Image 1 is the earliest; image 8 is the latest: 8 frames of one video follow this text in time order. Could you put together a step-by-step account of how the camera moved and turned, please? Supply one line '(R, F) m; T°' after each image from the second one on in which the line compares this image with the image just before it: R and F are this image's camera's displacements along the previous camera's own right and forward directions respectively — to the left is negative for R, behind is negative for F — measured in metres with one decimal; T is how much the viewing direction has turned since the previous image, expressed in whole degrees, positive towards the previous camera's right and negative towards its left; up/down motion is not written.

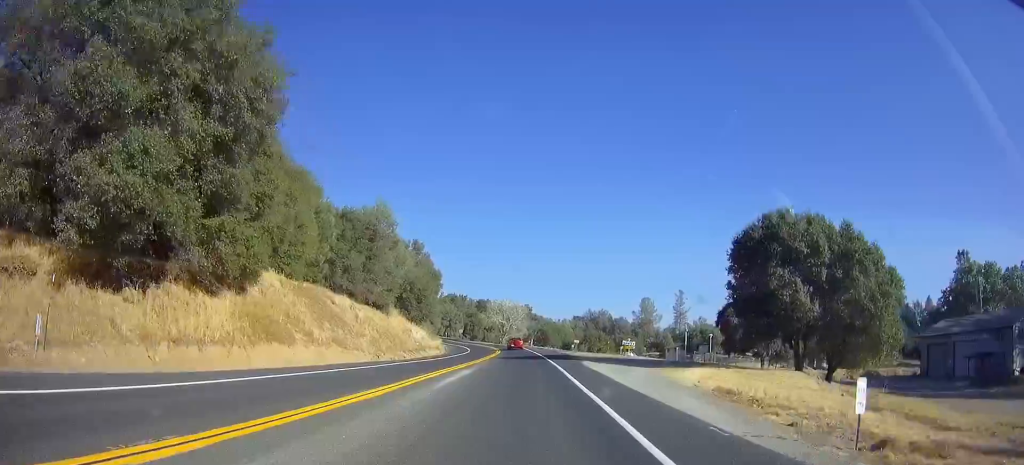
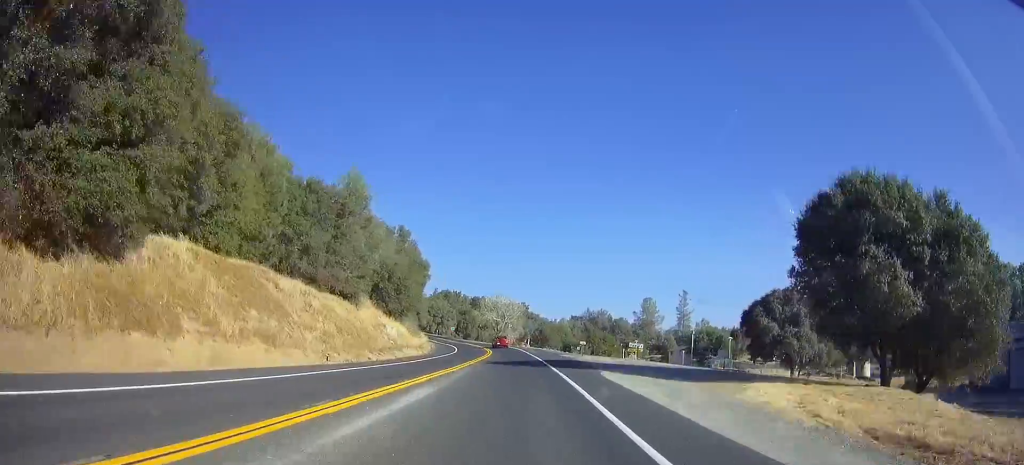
(0.0, +9.6) m; 0°
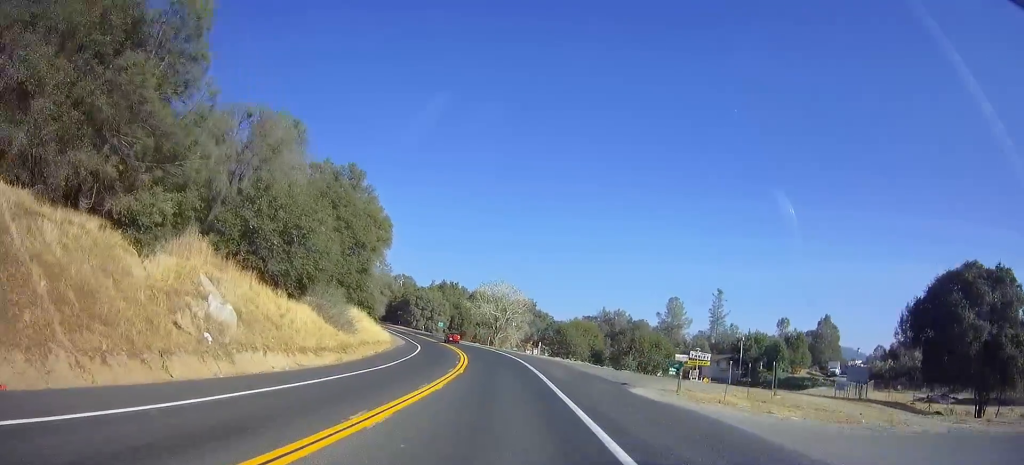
(+0.1, +29.6) m; -1°
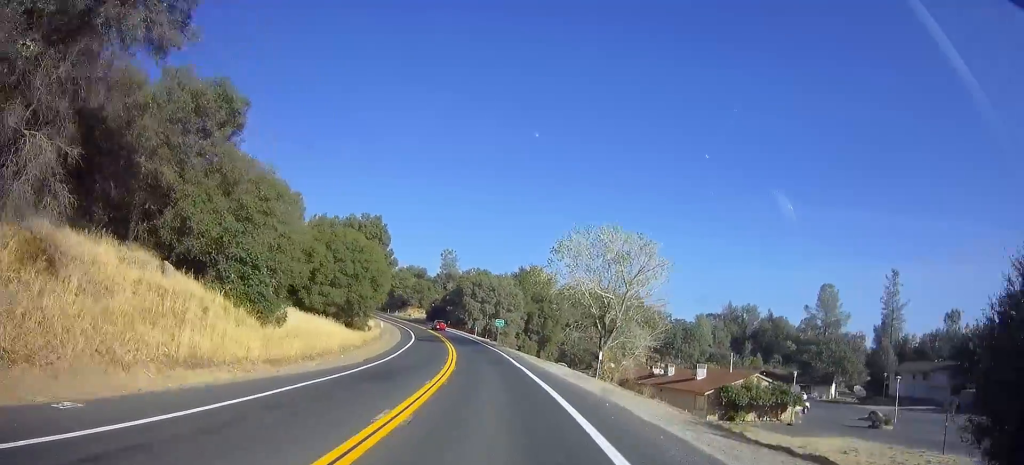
(-2.6, +49.7) m; -7°
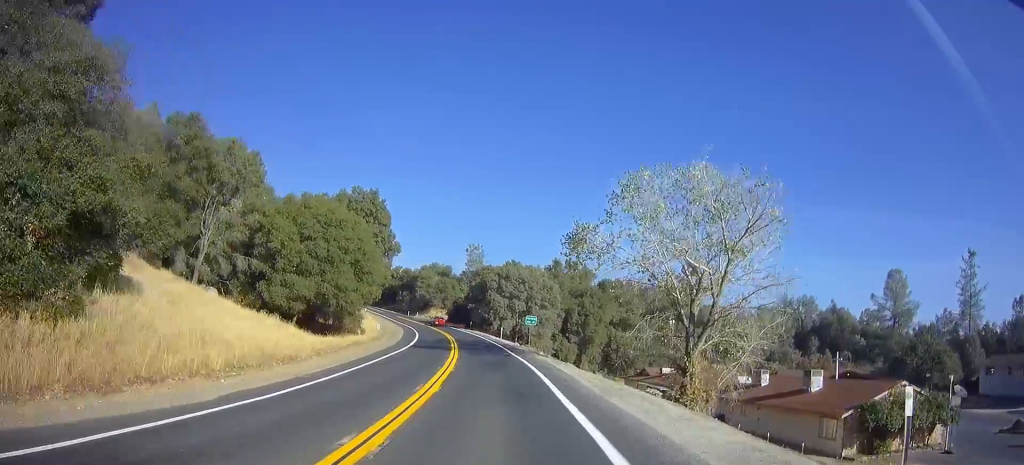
(-0.9, +16.6) m; -4°
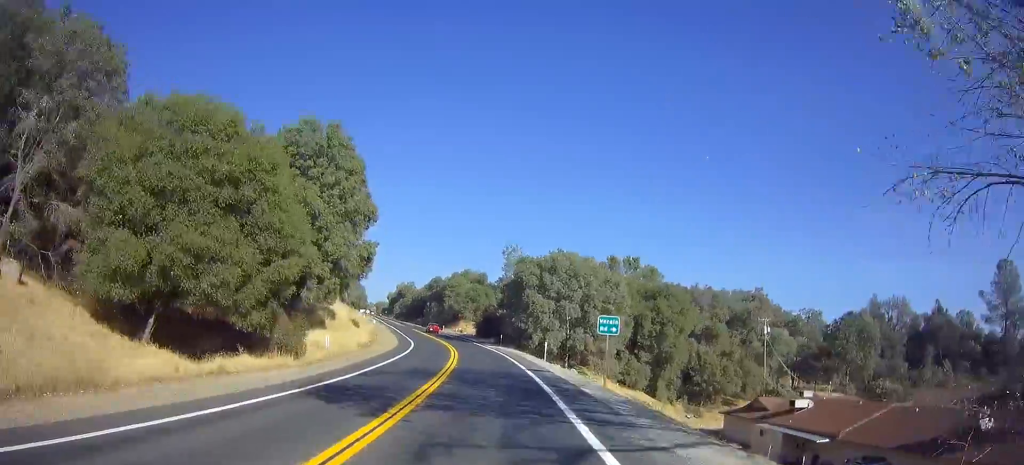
(-1.1, +24.1) m; -5°
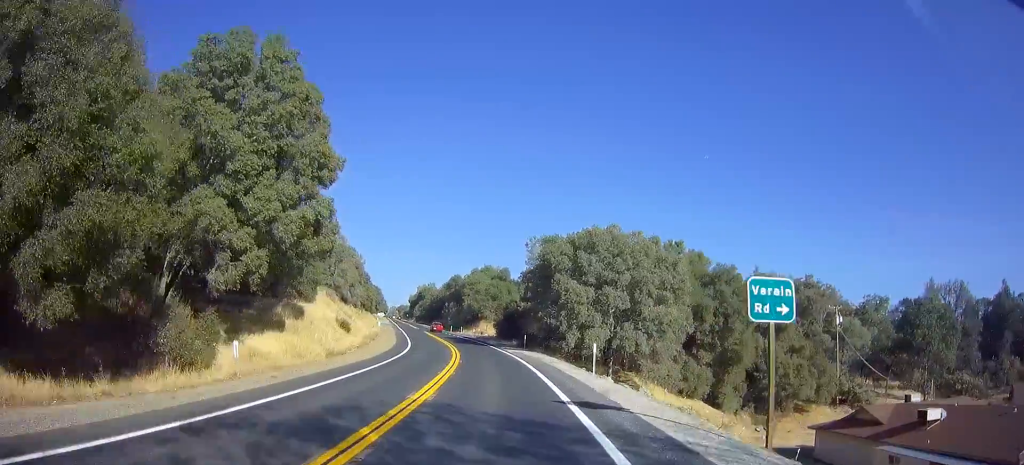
(-0.2, +12.8) m; -3°
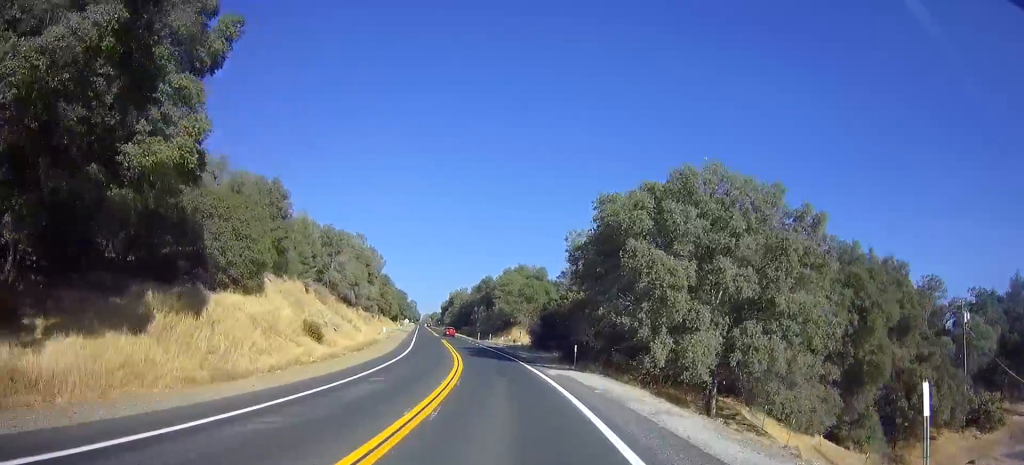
(-0.1, +16.7) m; -4°
